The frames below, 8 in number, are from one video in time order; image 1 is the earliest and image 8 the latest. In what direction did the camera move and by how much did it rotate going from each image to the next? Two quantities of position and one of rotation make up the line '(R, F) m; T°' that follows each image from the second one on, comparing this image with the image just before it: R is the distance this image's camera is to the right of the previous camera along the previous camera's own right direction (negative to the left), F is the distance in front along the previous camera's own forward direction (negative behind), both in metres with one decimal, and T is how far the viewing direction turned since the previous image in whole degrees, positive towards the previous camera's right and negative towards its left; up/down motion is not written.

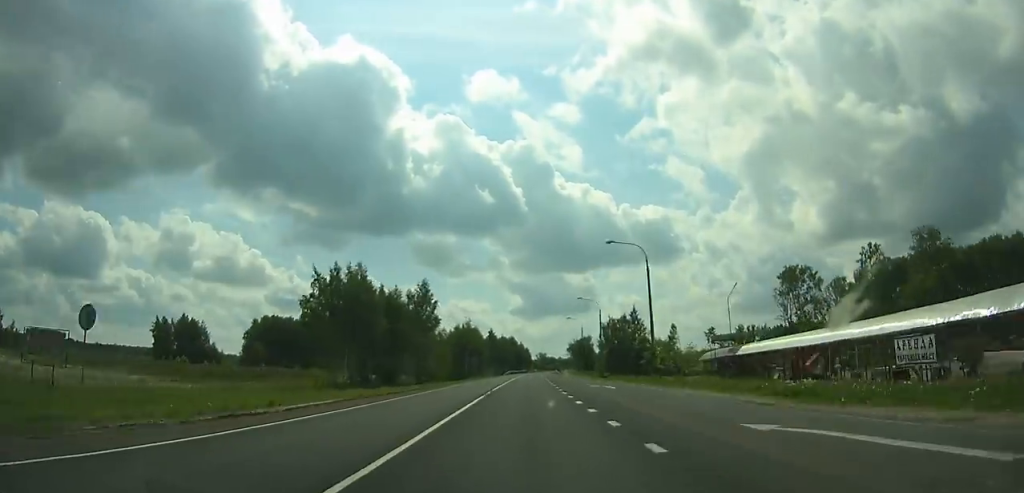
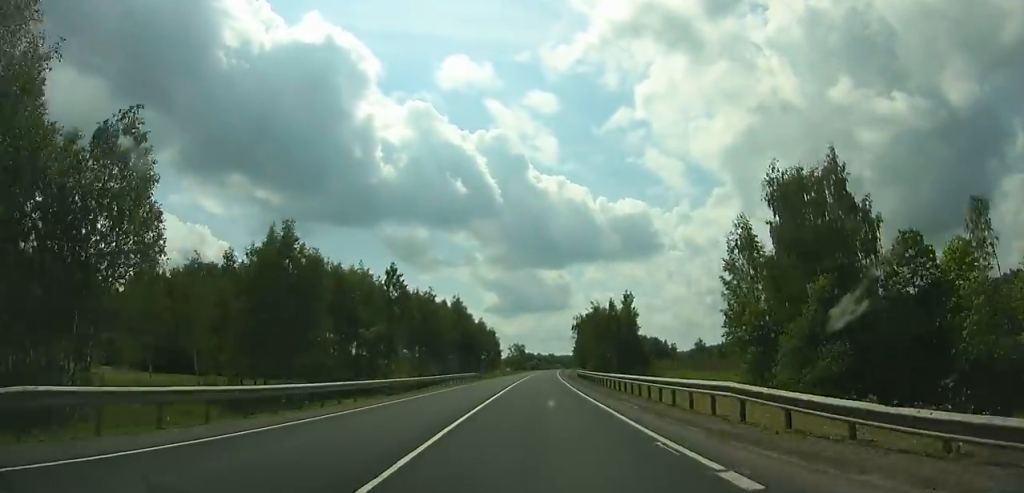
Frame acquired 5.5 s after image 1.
(+3.3, +144.9) m; +3°
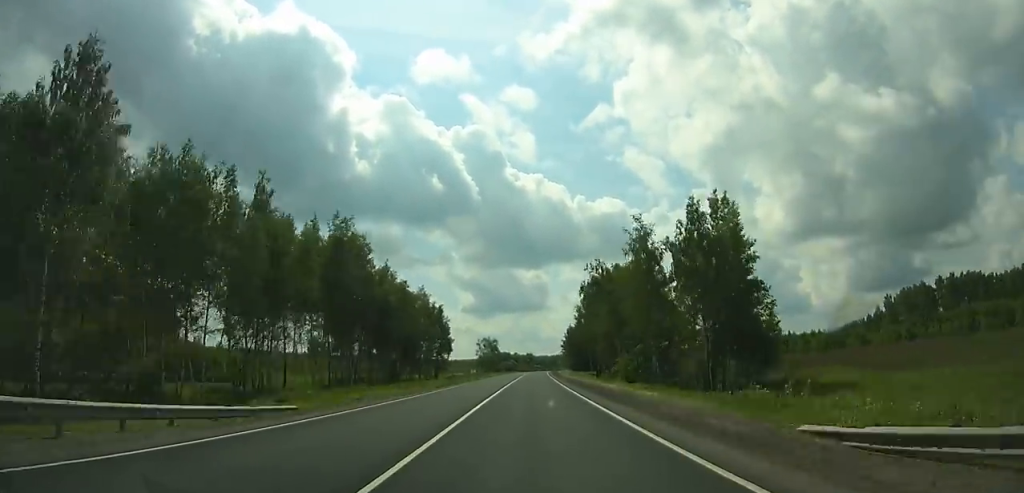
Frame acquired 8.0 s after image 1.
(+0.8, +68.0) m; +2°
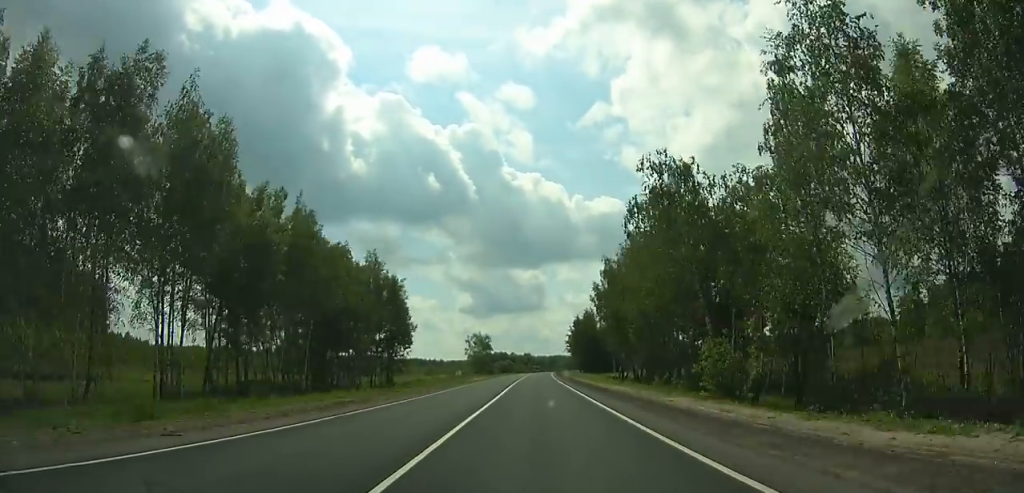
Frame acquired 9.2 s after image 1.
(+0.4, +32.2) m; +1°
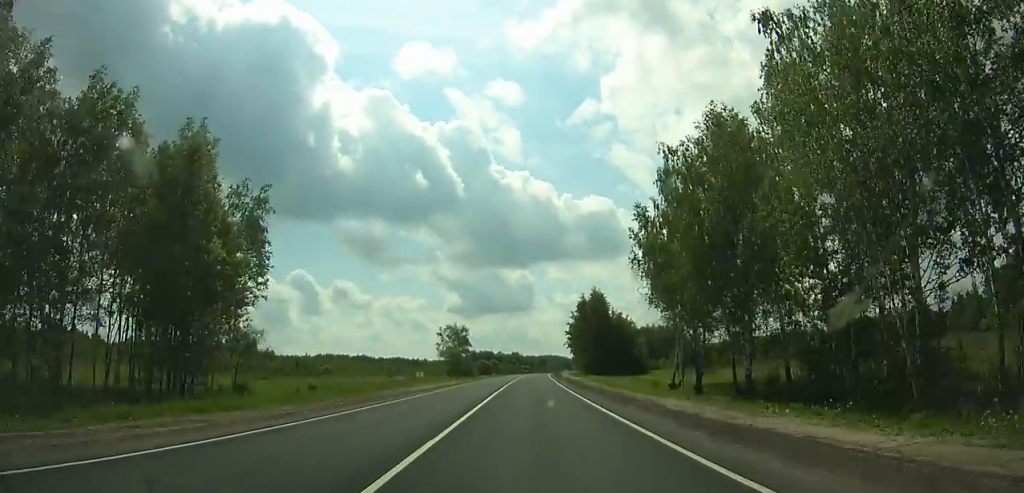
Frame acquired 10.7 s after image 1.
(0.0, +40.3) m; +1°
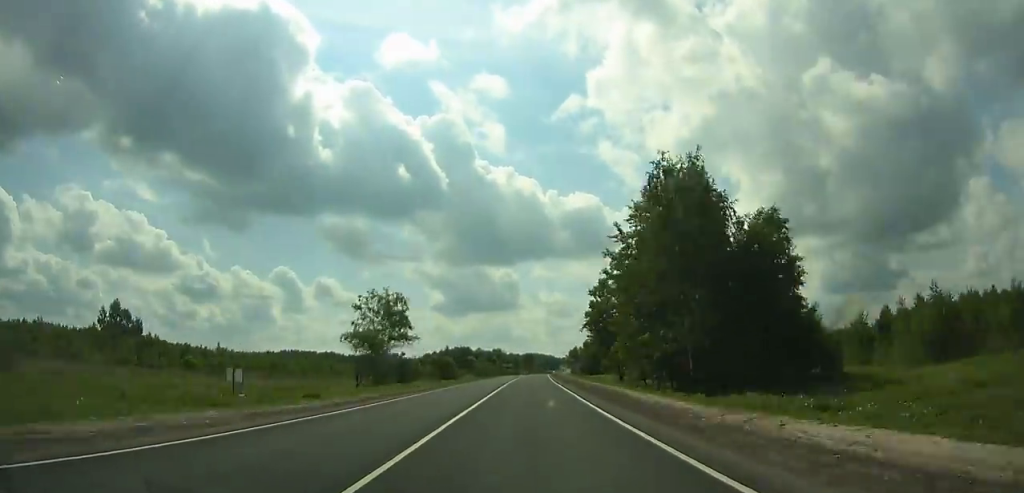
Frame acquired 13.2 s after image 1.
(+1.3, +69.7) m; +2°
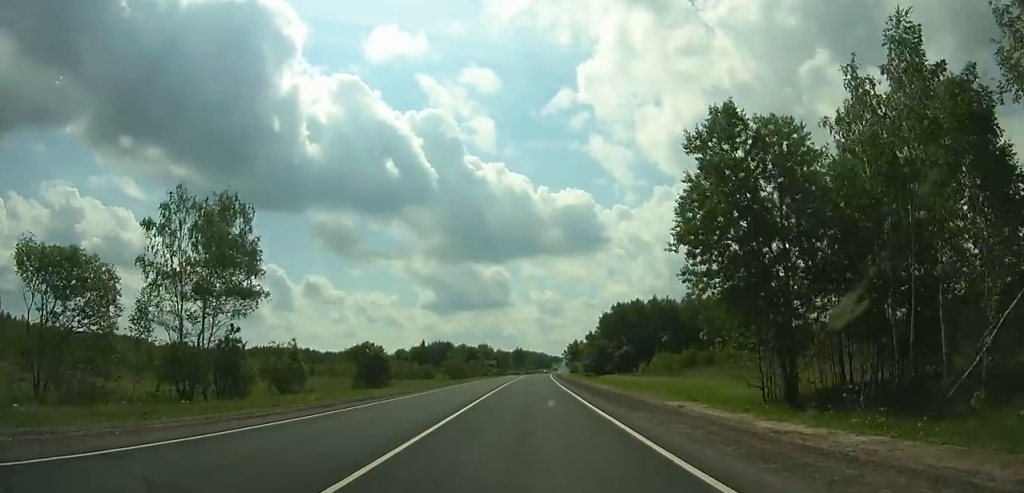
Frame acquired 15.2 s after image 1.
(+0.7, +55.3) m; +1°
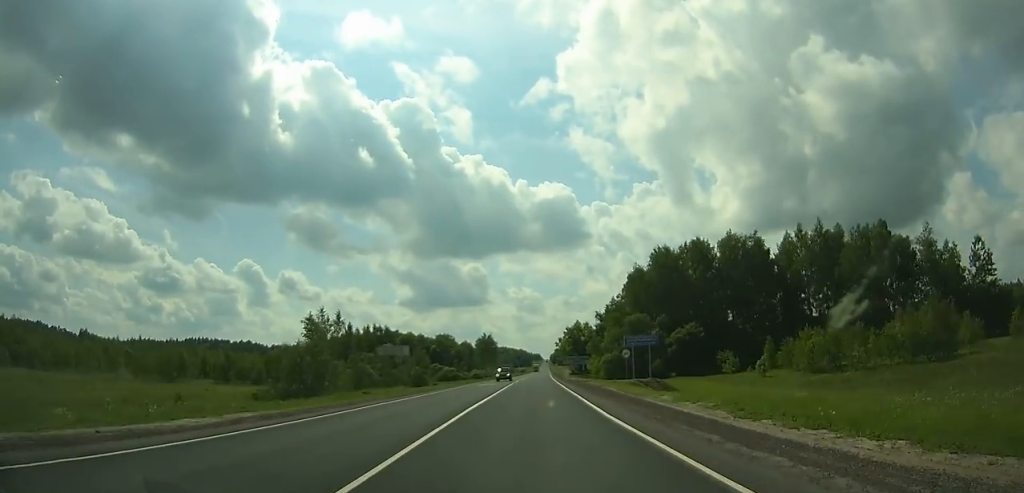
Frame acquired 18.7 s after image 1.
(+1.7, +95.7) m; +2°
